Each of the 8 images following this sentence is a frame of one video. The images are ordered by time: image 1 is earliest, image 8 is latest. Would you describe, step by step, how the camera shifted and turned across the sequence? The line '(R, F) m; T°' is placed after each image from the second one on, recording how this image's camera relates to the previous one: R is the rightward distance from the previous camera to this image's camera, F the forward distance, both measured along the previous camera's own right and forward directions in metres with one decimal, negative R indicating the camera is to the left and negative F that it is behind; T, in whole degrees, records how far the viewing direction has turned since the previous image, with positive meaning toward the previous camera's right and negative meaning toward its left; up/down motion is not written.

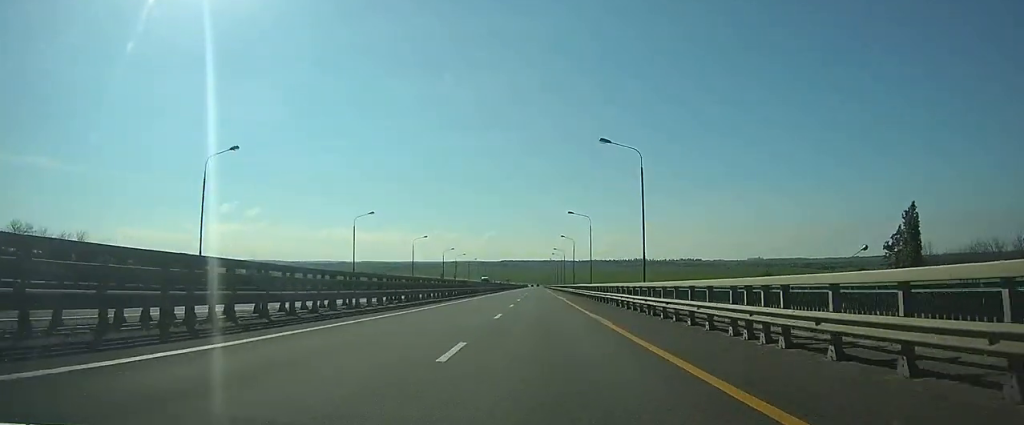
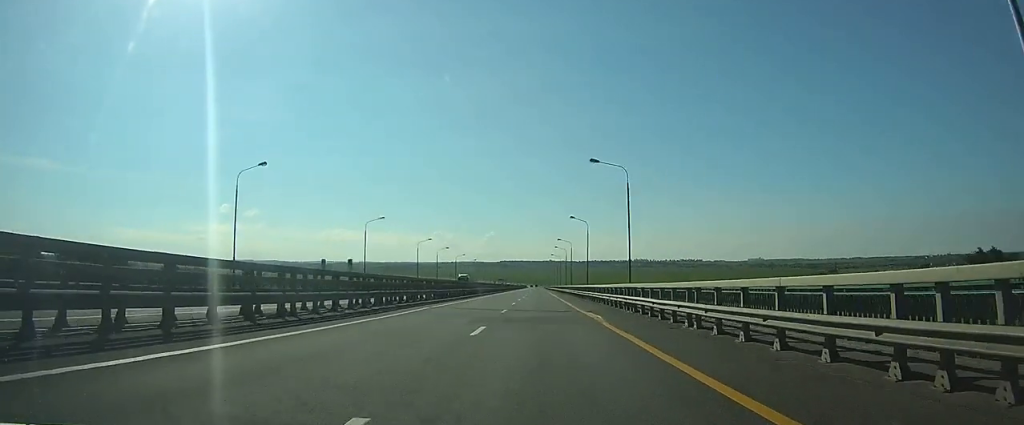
(0.0, +30.5) m; 0°
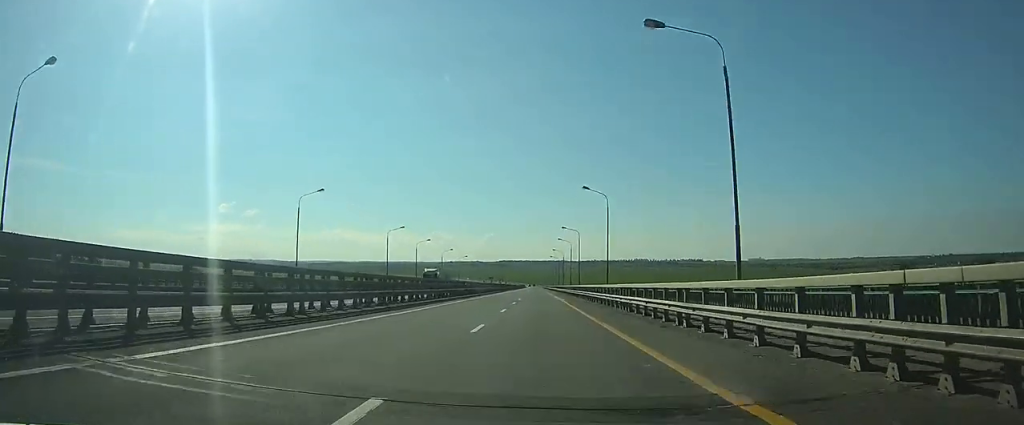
(0.0, +22.8) m; 0°
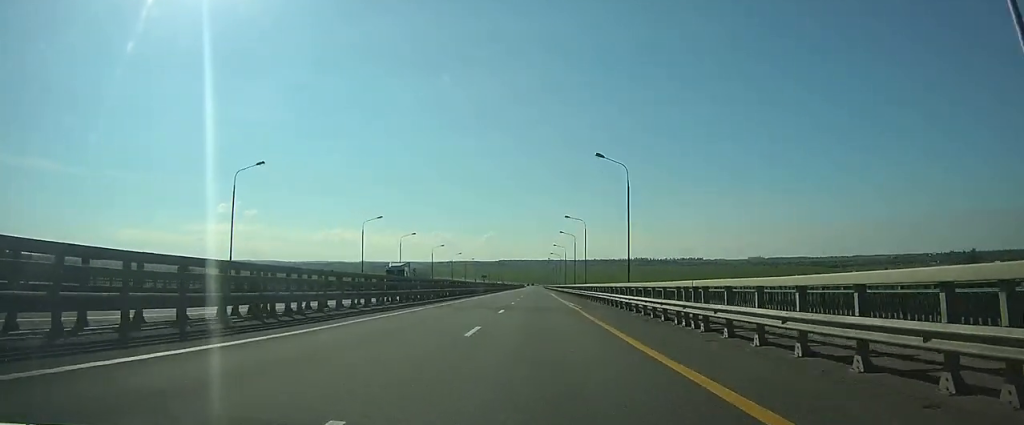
(0.0, +12.9) m; 0°
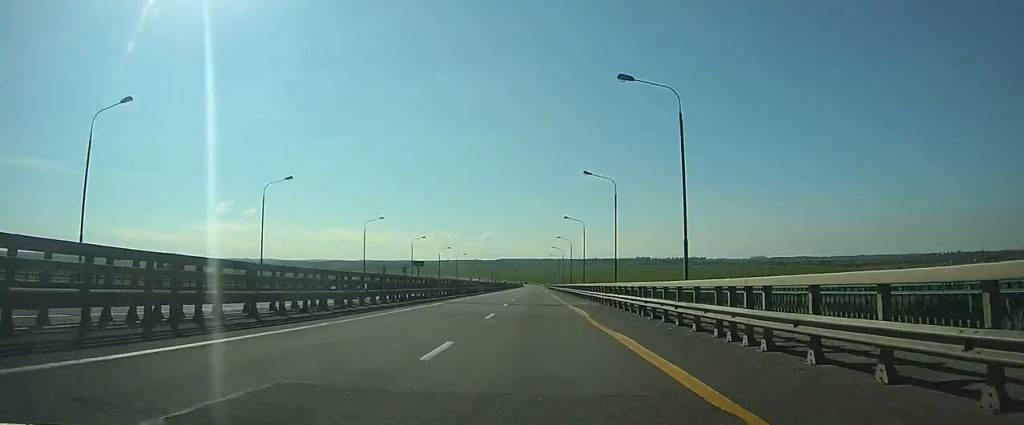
(-0.1, +52.1) m; 0°
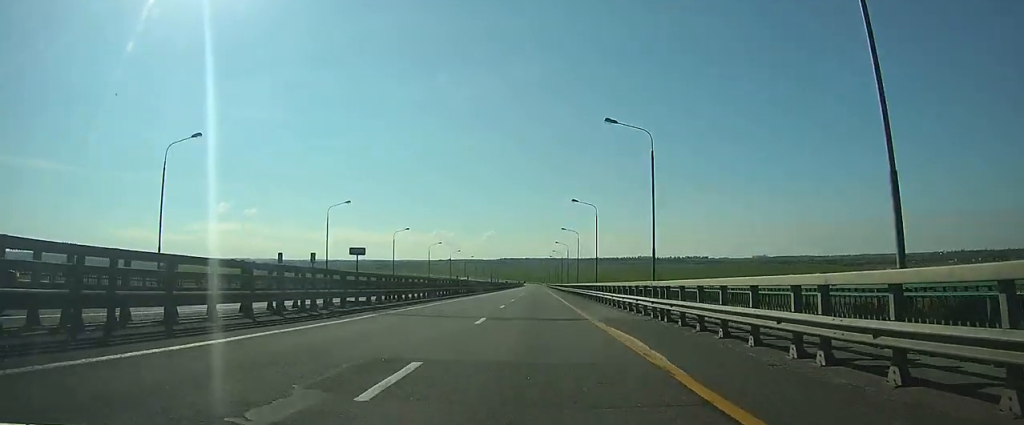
(0.0, +15.1) m; 0°
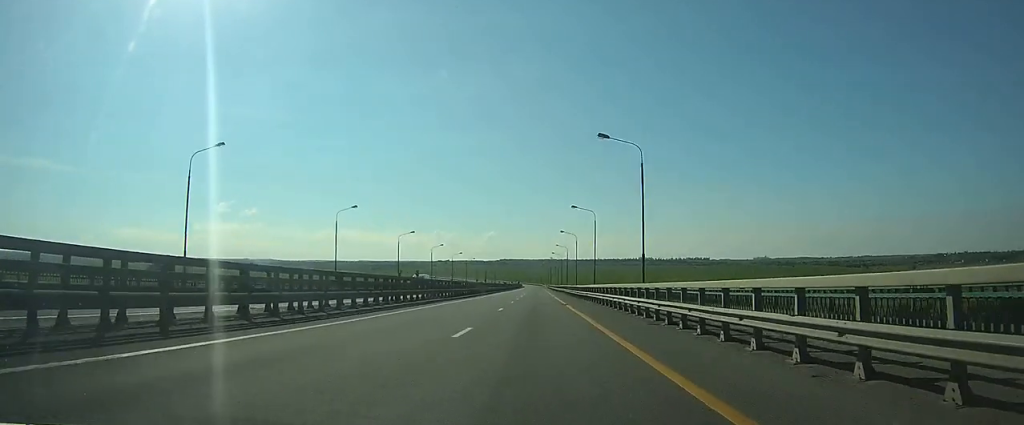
(0.0, +28.2) m; 0°
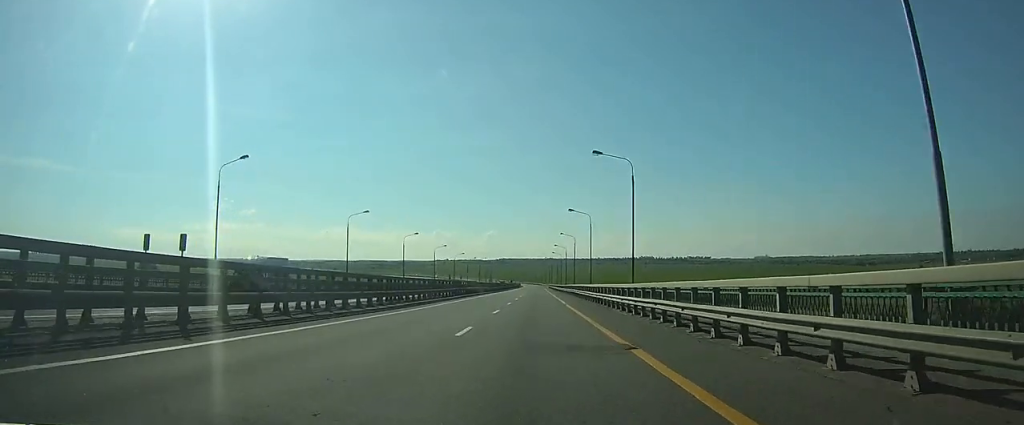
(-0.1, +27.1) m; 0°
